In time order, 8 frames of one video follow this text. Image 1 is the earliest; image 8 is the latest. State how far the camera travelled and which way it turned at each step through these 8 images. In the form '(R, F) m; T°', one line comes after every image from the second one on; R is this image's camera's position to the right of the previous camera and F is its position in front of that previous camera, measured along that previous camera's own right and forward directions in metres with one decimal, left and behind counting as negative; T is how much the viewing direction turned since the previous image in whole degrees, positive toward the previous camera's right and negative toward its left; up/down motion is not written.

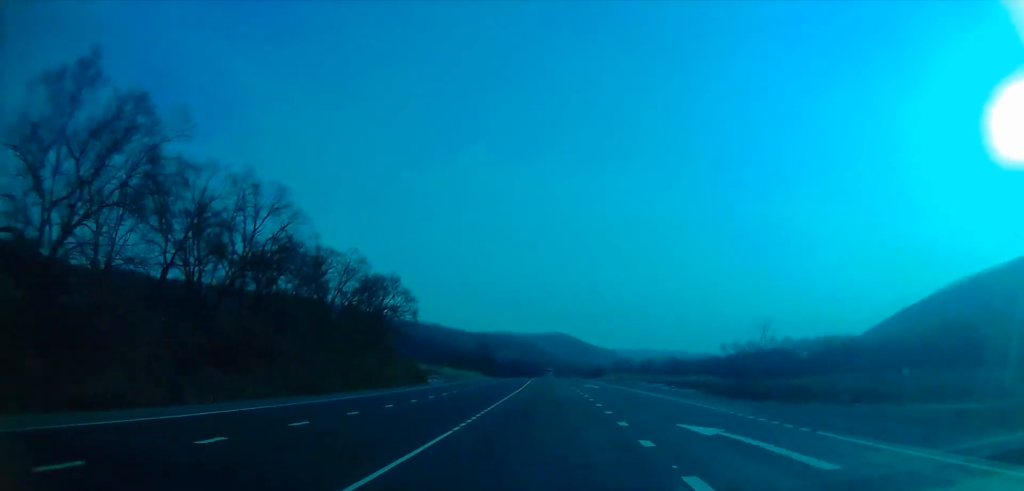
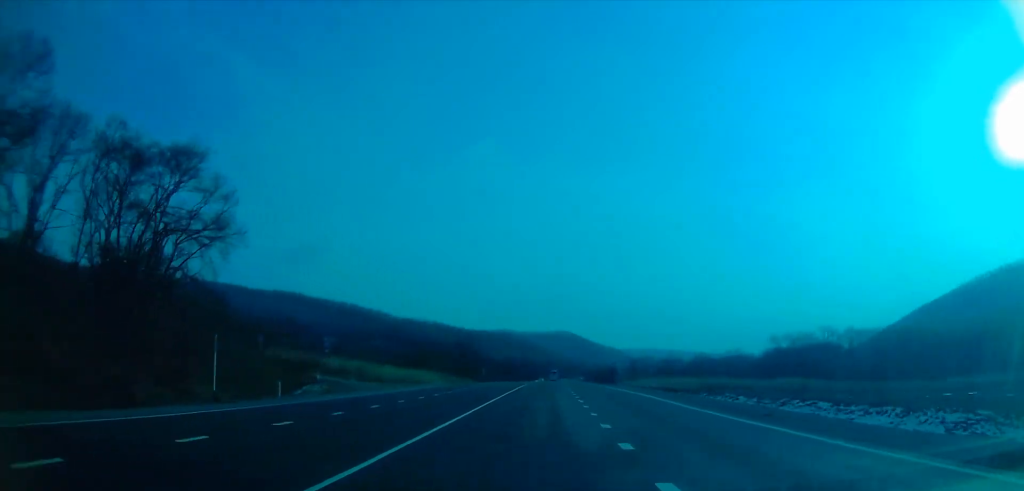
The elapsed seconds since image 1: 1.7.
(-1.6, +59.6) m; -3°
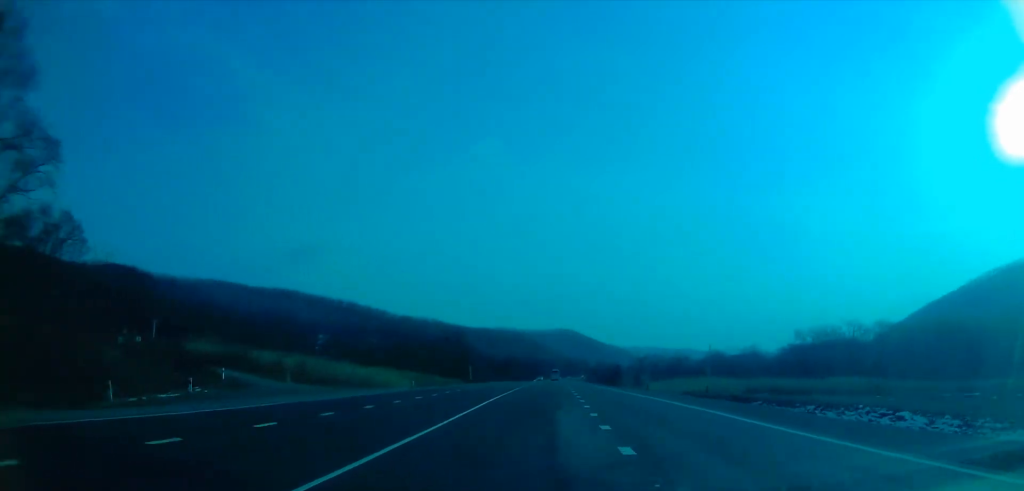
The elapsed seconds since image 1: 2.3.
(-0.4, +20.7) m; 0°
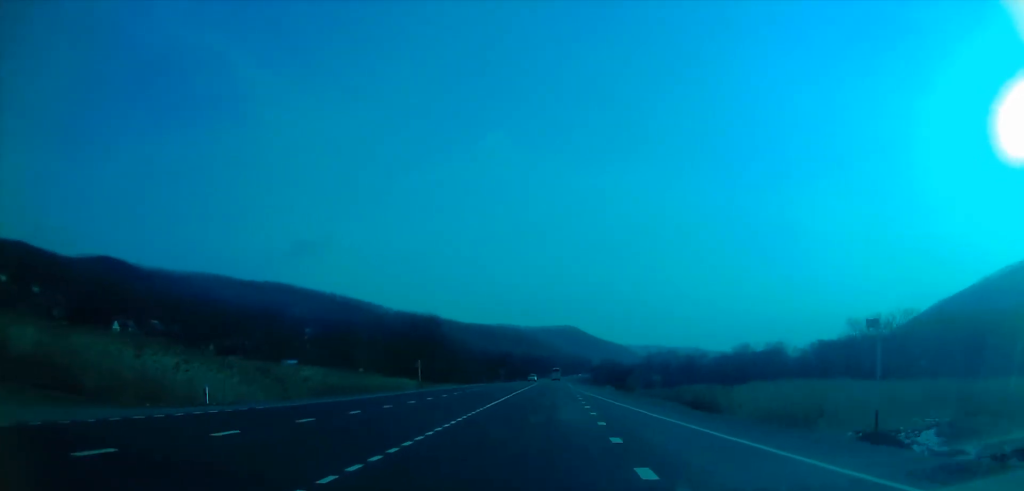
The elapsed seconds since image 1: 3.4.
(+1.5, +37.9) m; +2°
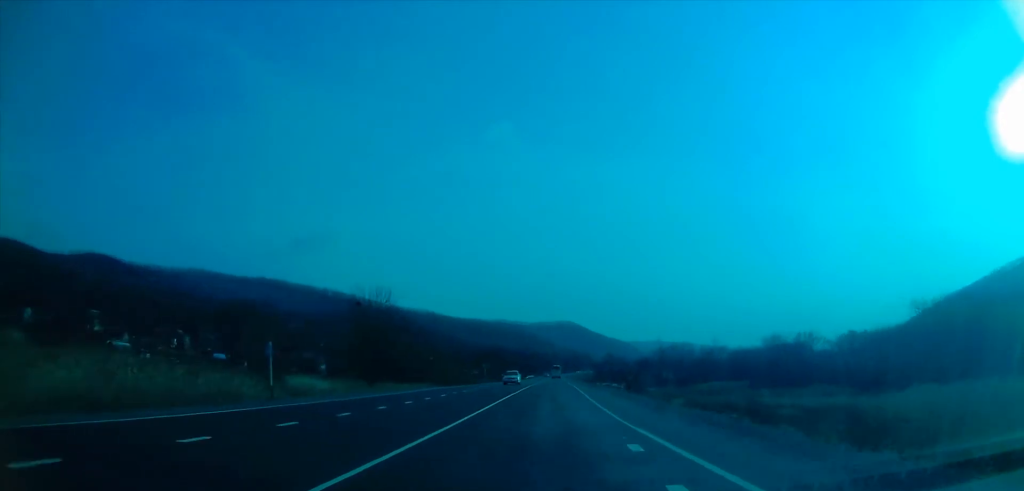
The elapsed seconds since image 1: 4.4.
(-0.1, +32.0) m; -2°
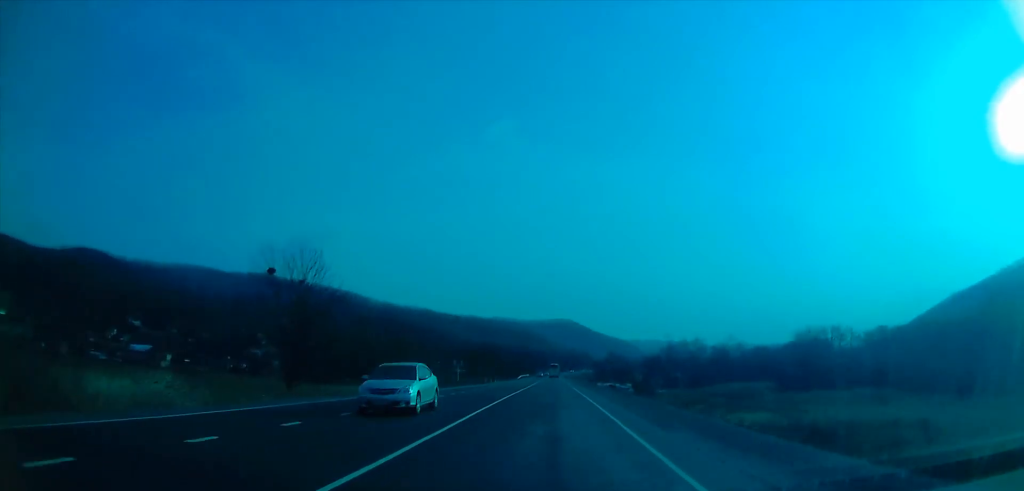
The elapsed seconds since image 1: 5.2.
(-1.3, +27.5) m; 0°
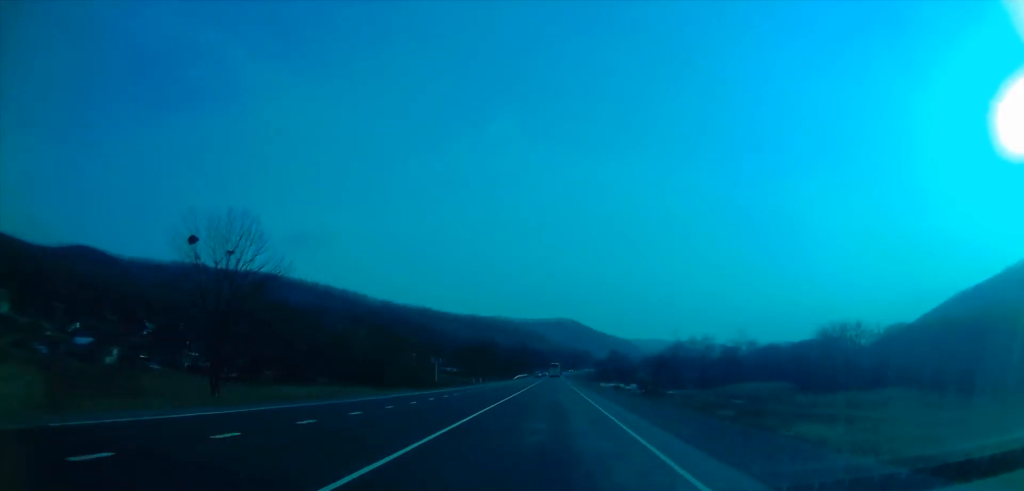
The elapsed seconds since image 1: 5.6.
(+0.6, +14.9) m; 0°
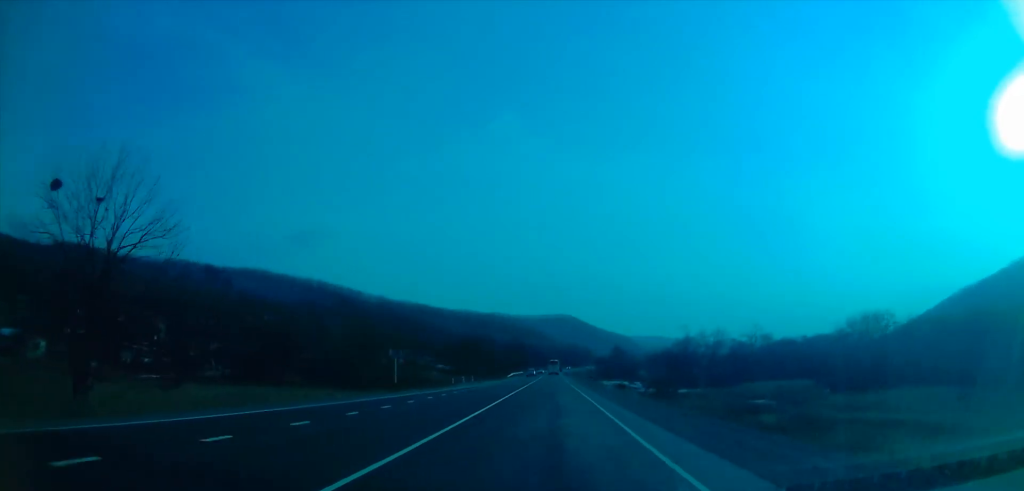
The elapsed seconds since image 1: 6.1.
(+0.7, +16.1) m; 0°
